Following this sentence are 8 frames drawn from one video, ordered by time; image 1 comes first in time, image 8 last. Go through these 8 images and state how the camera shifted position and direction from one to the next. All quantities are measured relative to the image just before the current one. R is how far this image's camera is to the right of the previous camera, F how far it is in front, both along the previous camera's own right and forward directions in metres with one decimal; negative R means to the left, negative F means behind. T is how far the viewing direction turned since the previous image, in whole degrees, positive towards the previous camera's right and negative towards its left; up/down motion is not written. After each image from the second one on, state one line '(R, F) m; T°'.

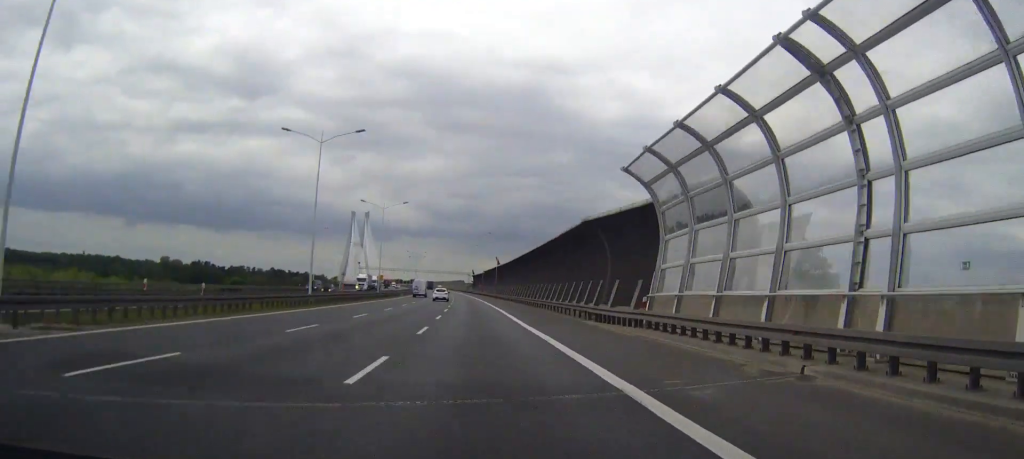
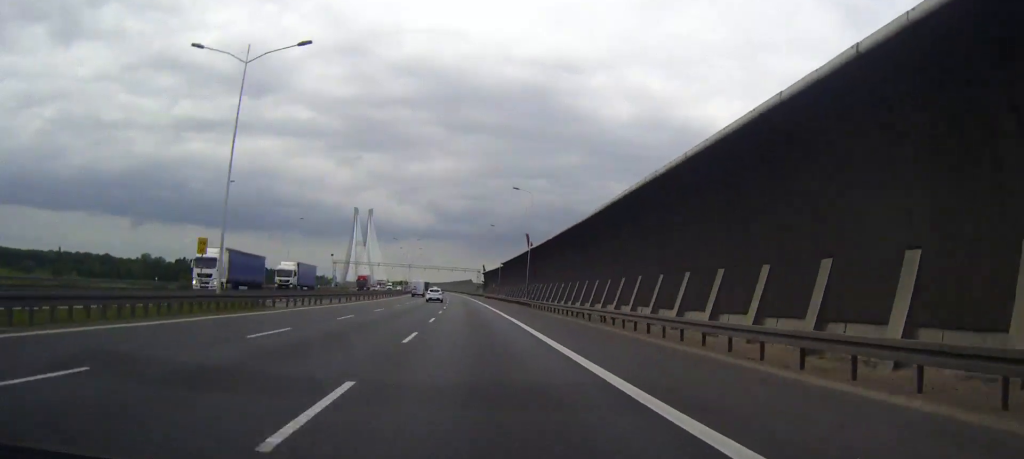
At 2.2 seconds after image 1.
(-0.8, +63.0) m; -1°
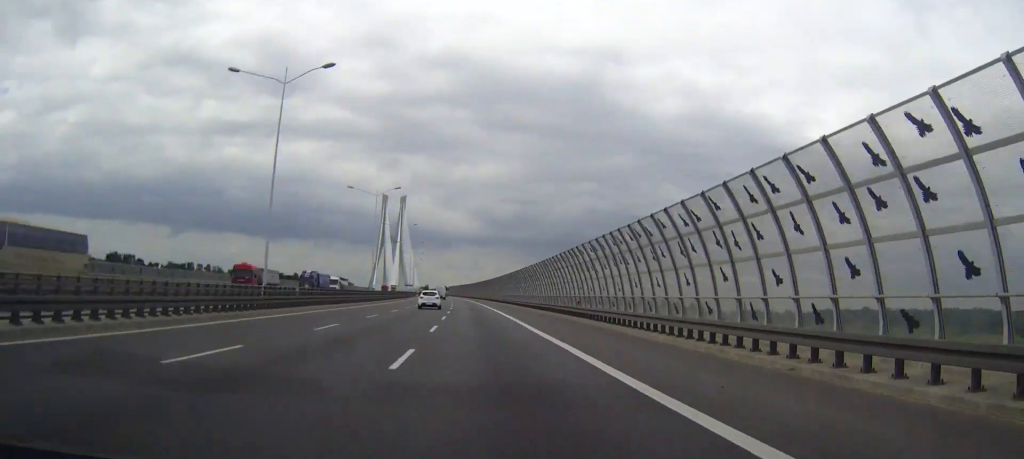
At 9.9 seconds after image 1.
(-7.4, +220.5) m; -4°
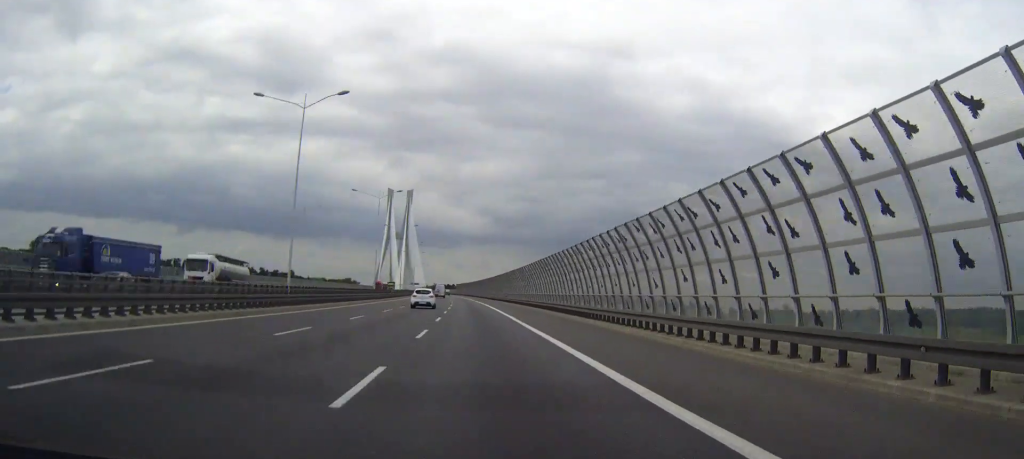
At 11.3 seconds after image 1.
(-0.4, +40.1) m; -1°
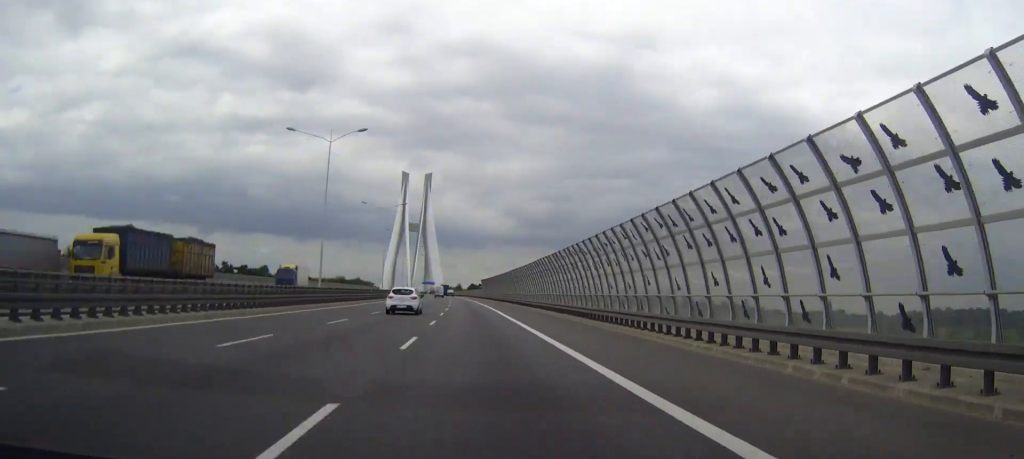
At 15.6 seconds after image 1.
(-2.0, +123.3) m; -2°
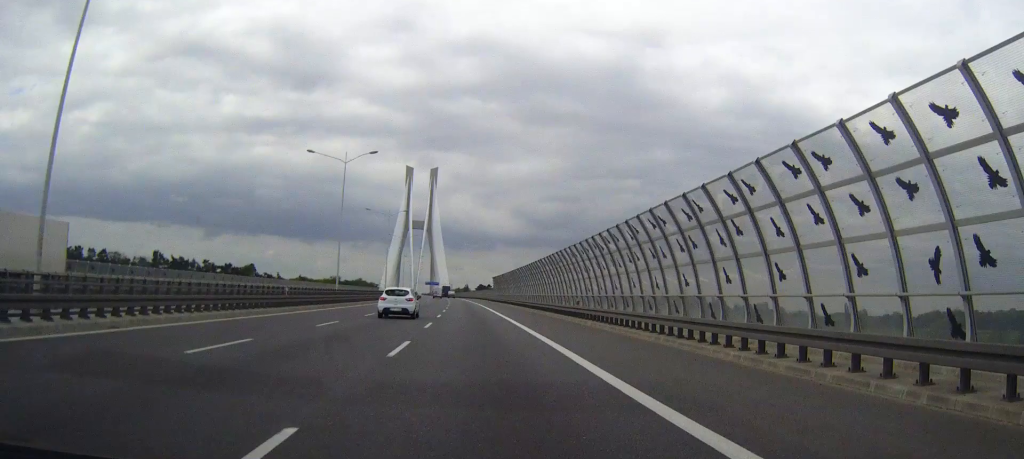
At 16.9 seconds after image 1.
(-0.5, +37.3) m; -1°
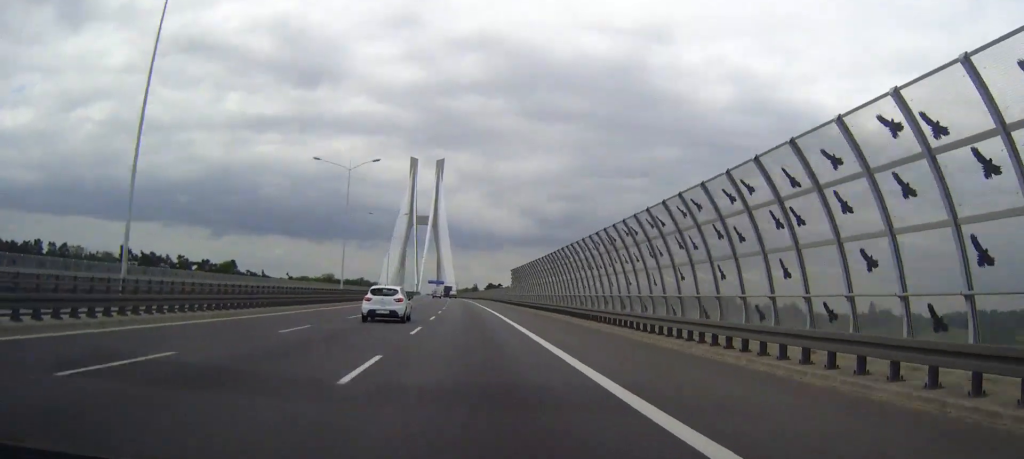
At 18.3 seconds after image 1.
(-0.1, +40.2) m; -1°
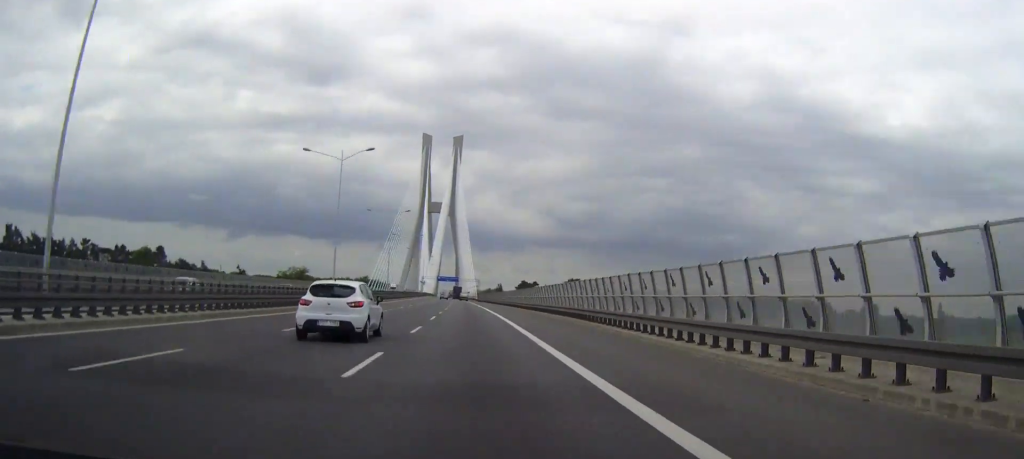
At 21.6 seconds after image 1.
(-1.2, +94.8) m; -1°
